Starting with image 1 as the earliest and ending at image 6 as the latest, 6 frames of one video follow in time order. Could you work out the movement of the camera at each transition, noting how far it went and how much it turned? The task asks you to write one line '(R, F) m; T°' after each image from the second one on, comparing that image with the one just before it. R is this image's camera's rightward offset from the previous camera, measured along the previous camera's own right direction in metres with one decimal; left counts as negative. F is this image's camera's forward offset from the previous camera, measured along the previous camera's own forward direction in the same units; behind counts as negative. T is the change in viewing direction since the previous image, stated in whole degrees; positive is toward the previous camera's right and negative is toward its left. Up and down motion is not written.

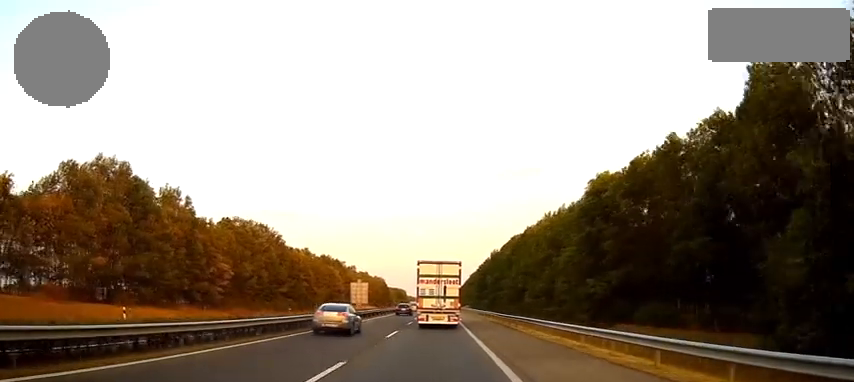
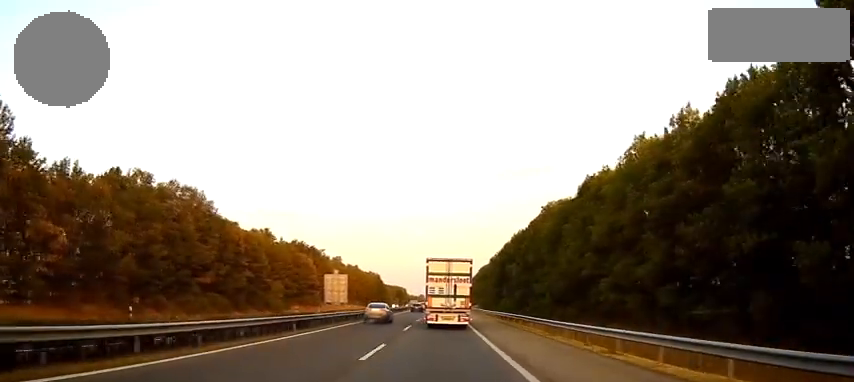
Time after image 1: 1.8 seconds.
(-0.2, +47.5) m; -1°
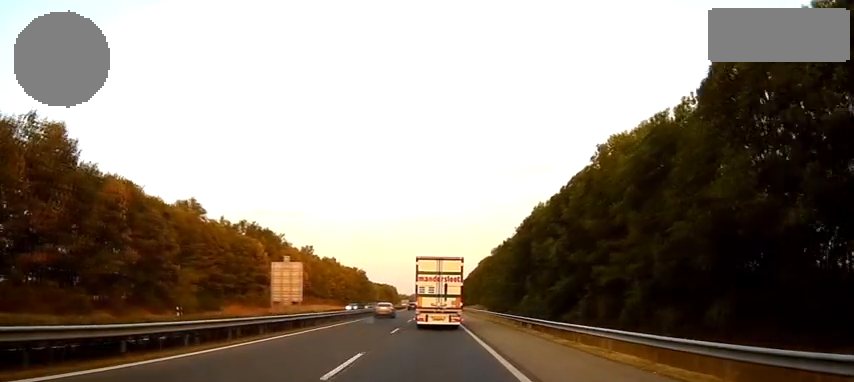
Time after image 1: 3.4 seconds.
(+0.2, +40.1) m; +1°
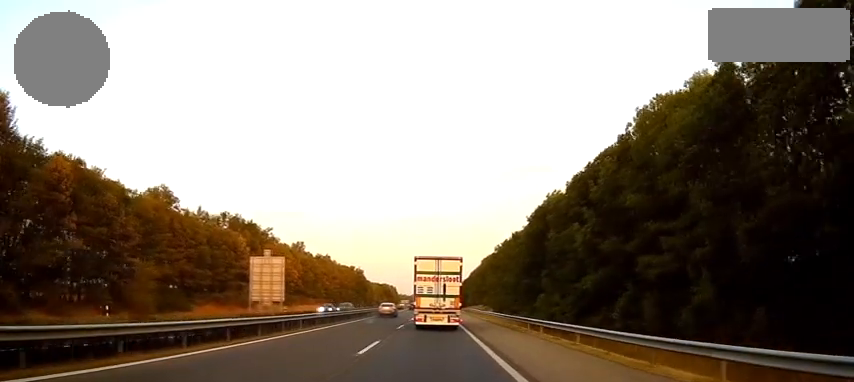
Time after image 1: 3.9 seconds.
(+0.1, +12.3) m; 0°
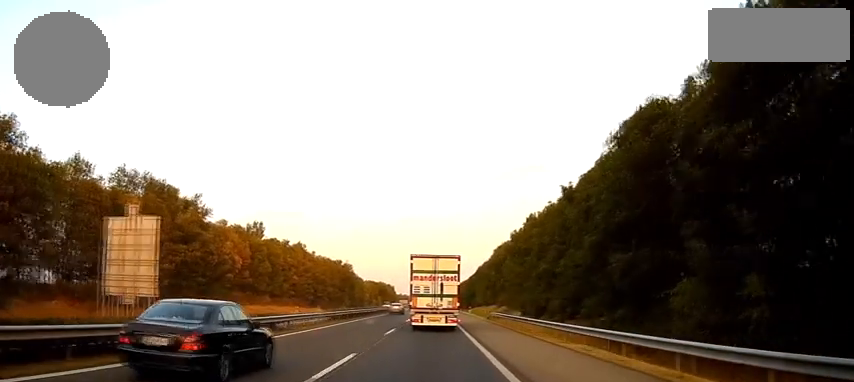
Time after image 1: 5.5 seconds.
(-0.3, +42.0) m; 0°
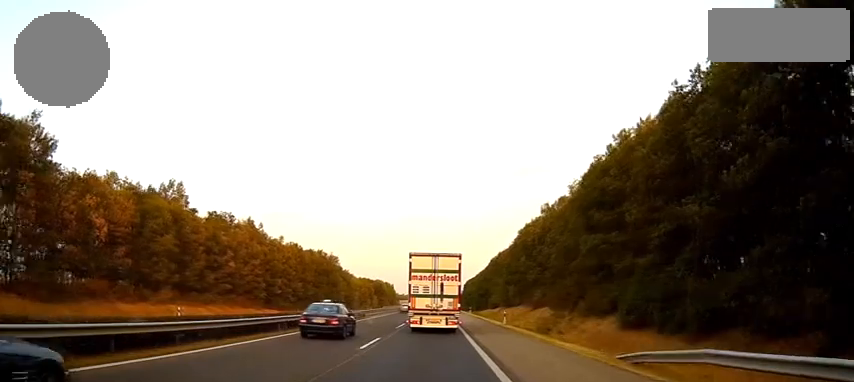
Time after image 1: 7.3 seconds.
(+0.1, +45.5) m; 0°
